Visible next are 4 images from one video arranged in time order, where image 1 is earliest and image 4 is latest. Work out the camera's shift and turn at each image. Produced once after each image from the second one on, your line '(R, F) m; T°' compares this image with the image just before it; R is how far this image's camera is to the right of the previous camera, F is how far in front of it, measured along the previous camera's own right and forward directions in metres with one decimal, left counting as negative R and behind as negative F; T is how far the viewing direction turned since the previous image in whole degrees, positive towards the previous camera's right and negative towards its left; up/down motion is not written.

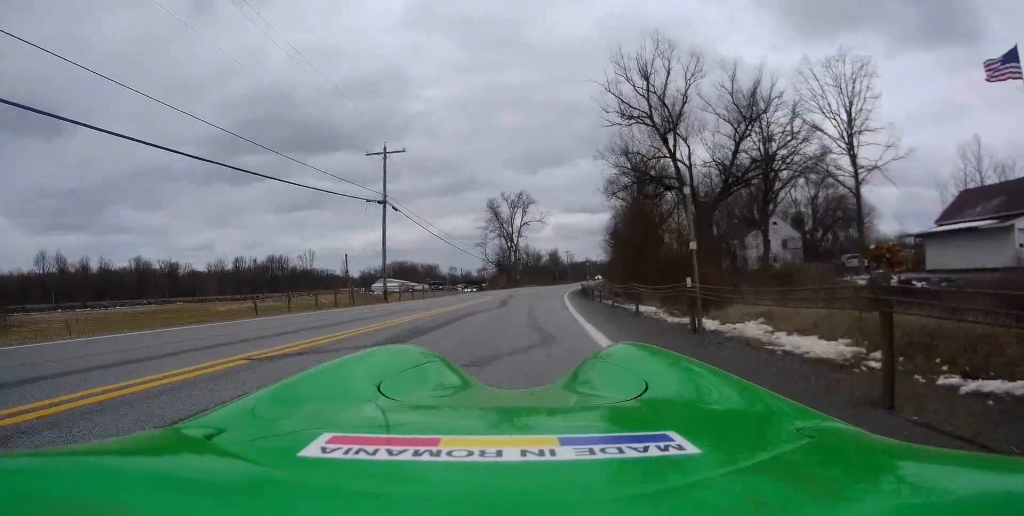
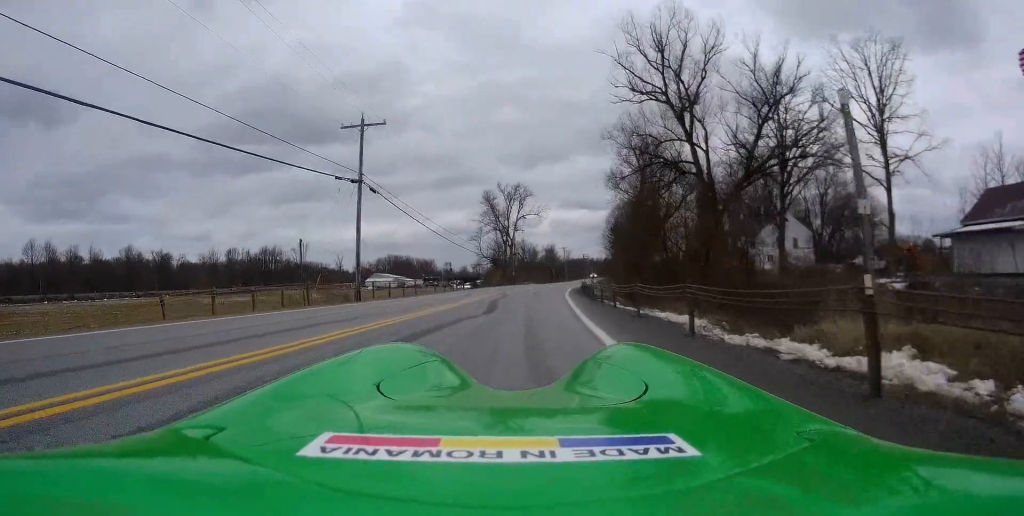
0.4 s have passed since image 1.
(+0.1, +4.9) m; +1°
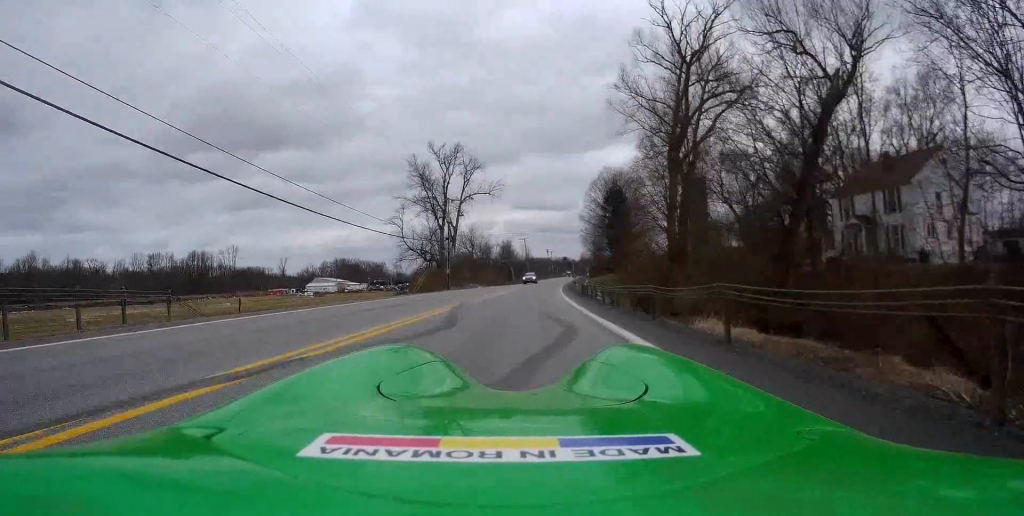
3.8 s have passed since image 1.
(+1.3, +39.9) m; +3°
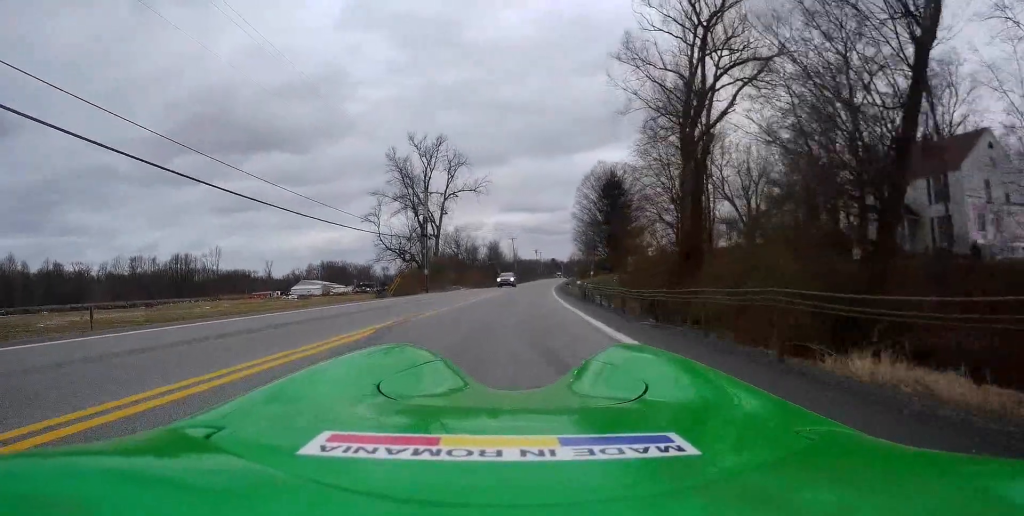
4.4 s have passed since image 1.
(-0.1, +6.9) m; +1°
